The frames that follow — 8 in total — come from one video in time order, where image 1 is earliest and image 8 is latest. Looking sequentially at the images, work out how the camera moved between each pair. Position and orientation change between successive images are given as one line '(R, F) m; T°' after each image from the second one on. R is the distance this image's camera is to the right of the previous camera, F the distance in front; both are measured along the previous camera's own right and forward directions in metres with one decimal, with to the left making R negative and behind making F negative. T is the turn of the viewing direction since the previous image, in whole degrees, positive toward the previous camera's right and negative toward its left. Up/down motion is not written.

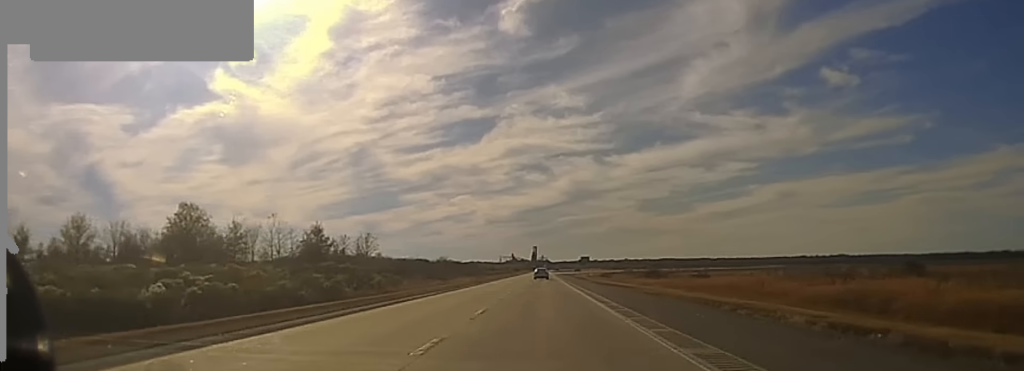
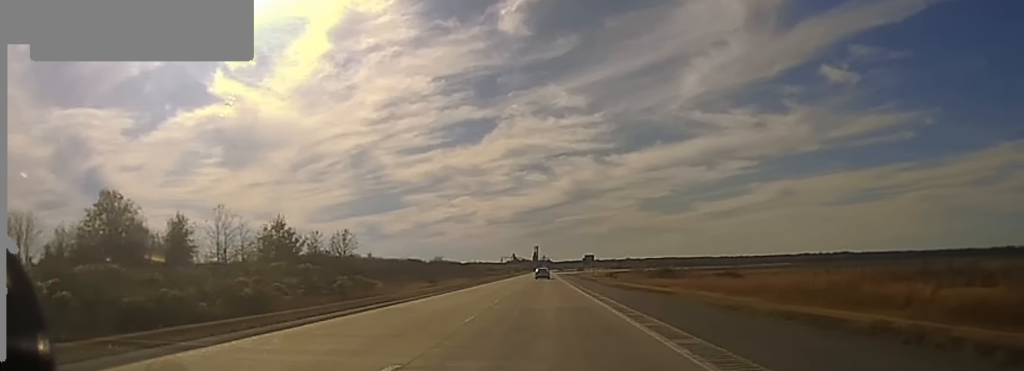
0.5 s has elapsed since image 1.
(-0.1, +14.8) m; 0°
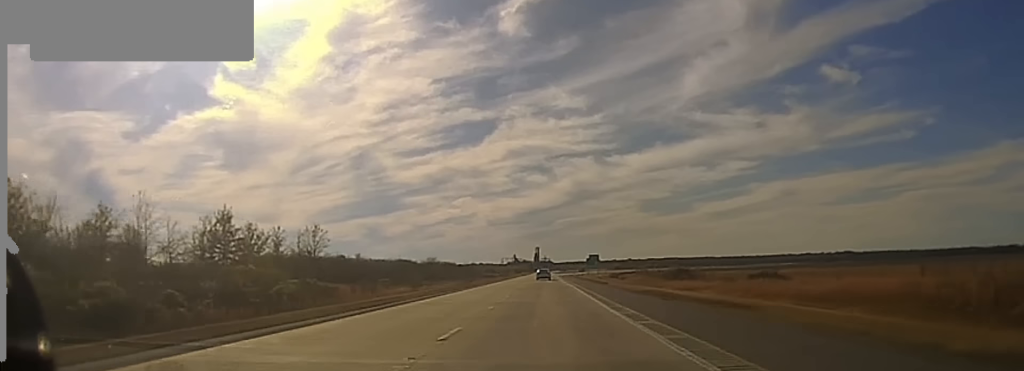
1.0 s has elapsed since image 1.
(-0.1, +16.0) m; 0°
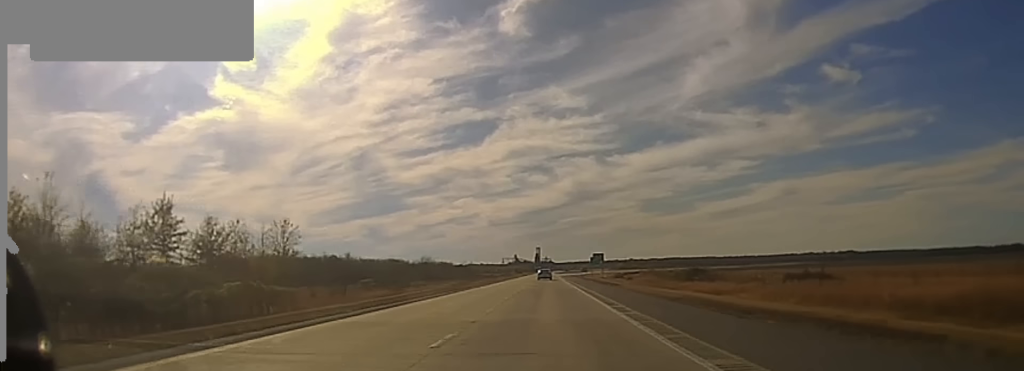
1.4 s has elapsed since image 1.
(-0.1, +13.8) m; 0°
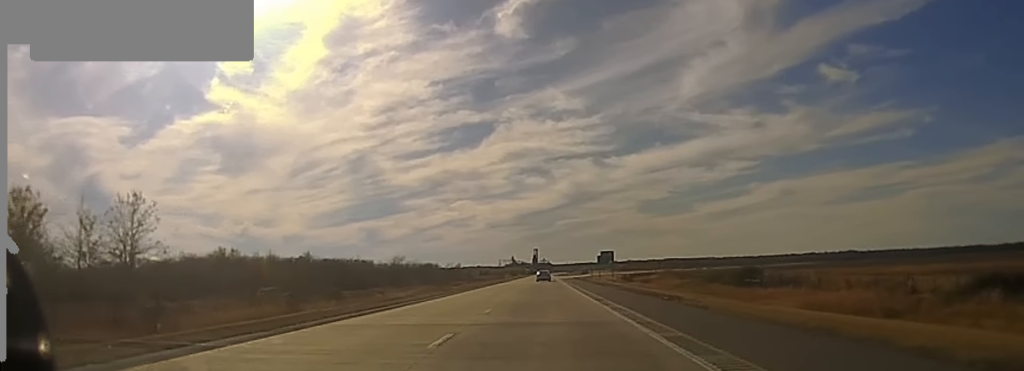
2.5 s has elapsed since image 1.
(+0.4, +36.6) m; 0°
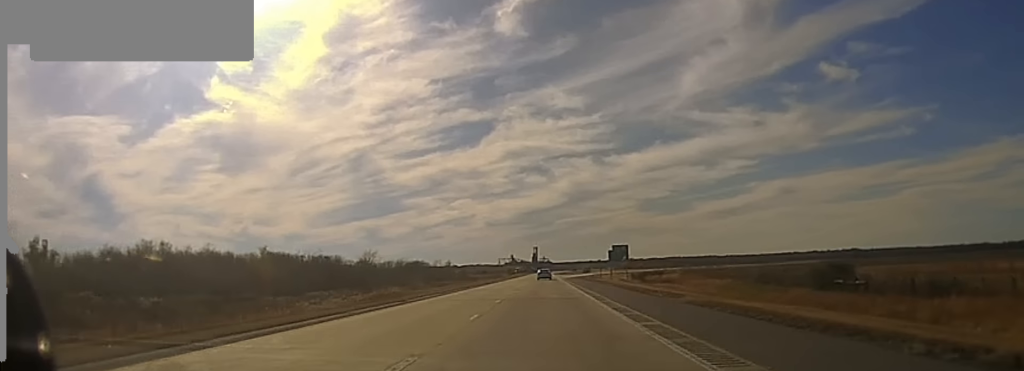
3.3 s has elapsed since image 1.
(-0.1, +30.5) m; 0°
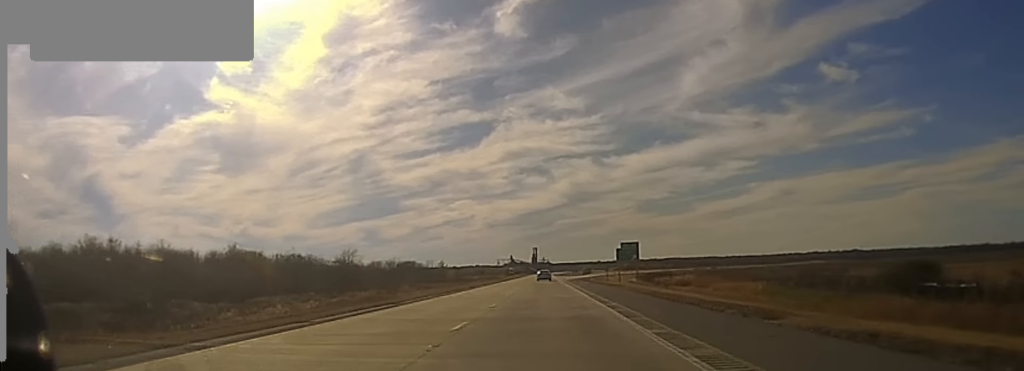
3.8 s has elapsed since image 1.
(-0.1, +18.2) m; 0°
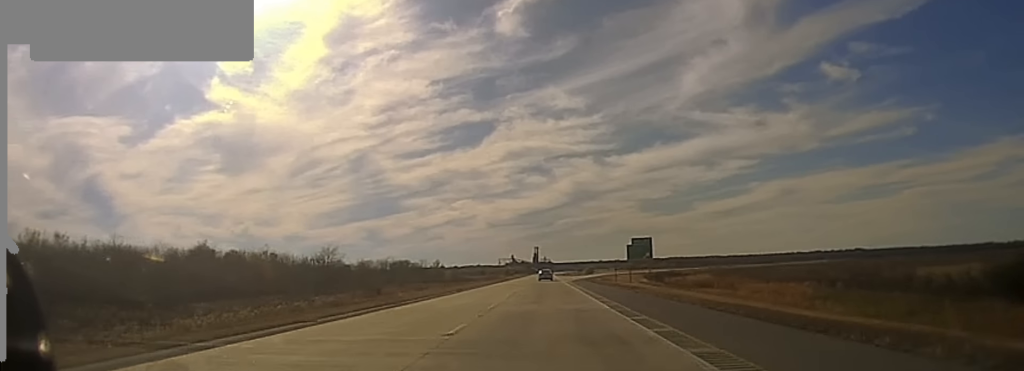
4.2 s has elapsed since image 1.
(-0.1, +15.9) m; 0°
